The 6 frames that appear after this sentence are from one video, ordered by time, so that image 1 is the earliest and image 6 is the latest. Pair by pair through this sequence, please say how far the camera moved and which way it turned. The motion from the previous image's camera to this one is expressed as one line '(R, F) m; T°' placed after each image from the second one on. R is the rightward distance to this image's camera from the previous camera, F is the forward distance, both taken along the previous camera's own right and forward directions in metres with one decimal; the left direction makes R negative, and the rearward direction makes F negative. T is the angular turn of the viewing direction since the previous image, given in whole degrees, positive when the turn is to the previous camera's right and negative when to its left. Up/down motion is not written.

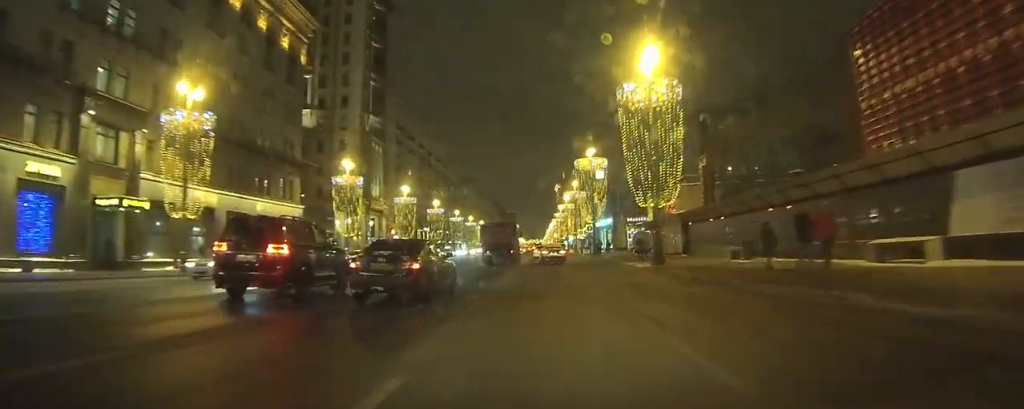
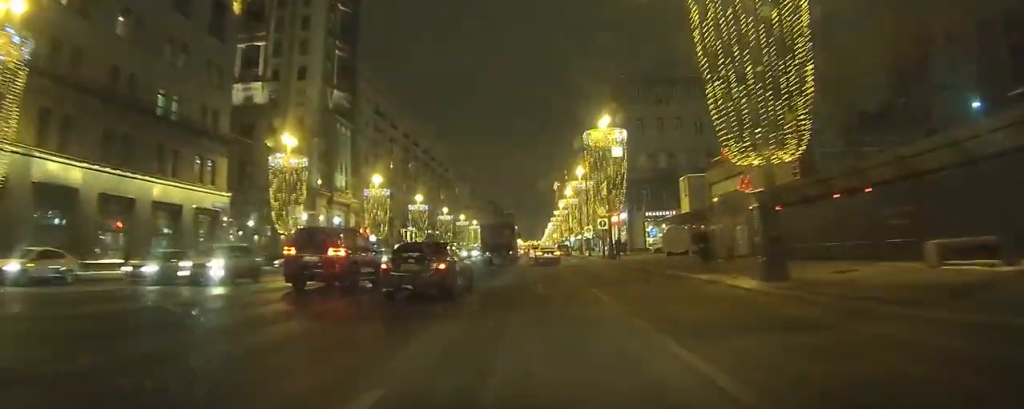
(0.0, +15.9) m; -1°
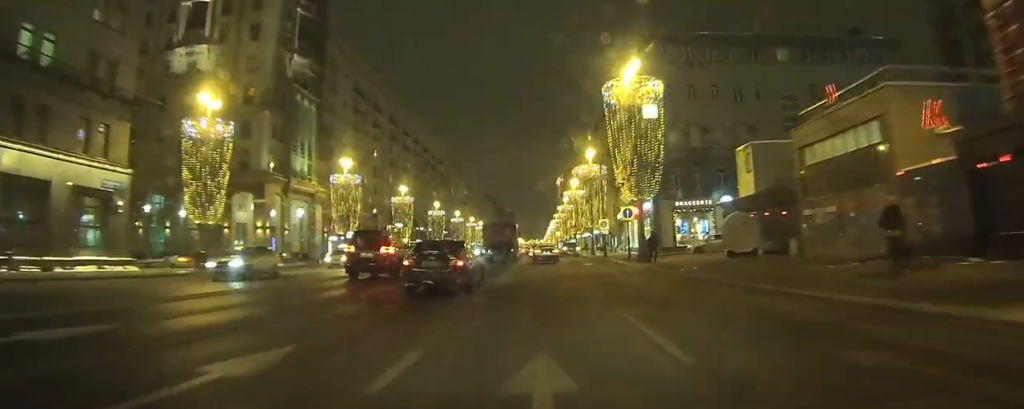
(-0.3, +13.9) m; 0°
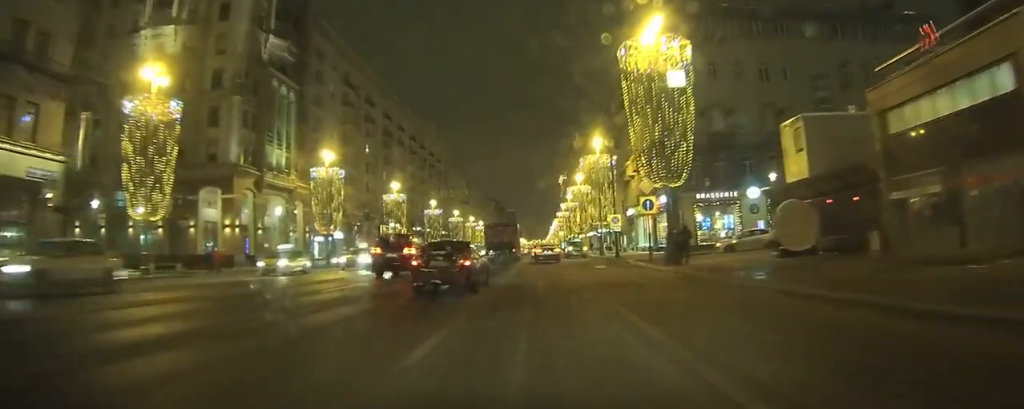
(+0.1, +6.5) m; 0°
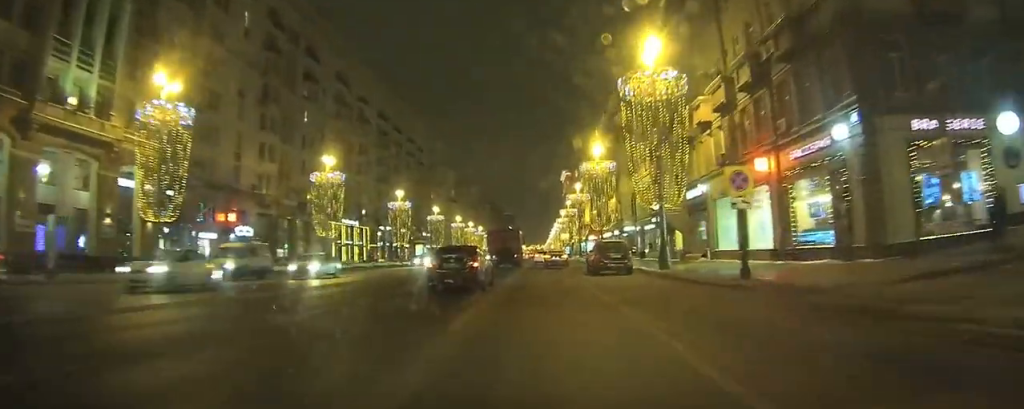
(+0.2, +28.7) m; +1°
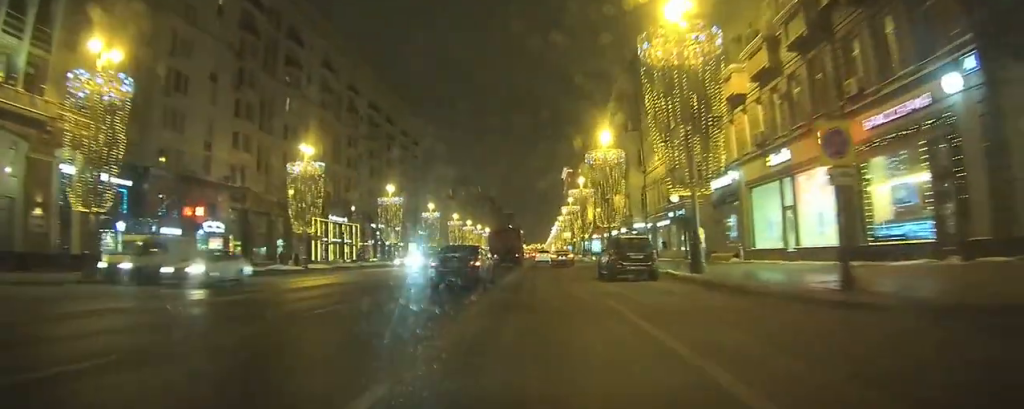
(0.0, +6.1) m; 0°
